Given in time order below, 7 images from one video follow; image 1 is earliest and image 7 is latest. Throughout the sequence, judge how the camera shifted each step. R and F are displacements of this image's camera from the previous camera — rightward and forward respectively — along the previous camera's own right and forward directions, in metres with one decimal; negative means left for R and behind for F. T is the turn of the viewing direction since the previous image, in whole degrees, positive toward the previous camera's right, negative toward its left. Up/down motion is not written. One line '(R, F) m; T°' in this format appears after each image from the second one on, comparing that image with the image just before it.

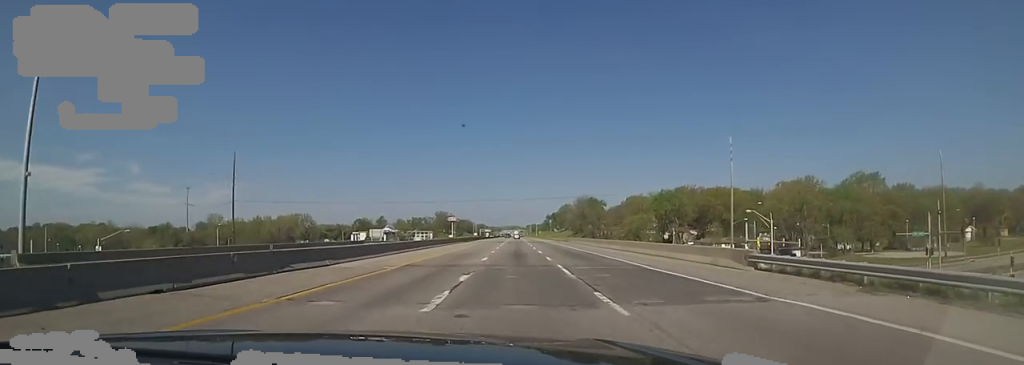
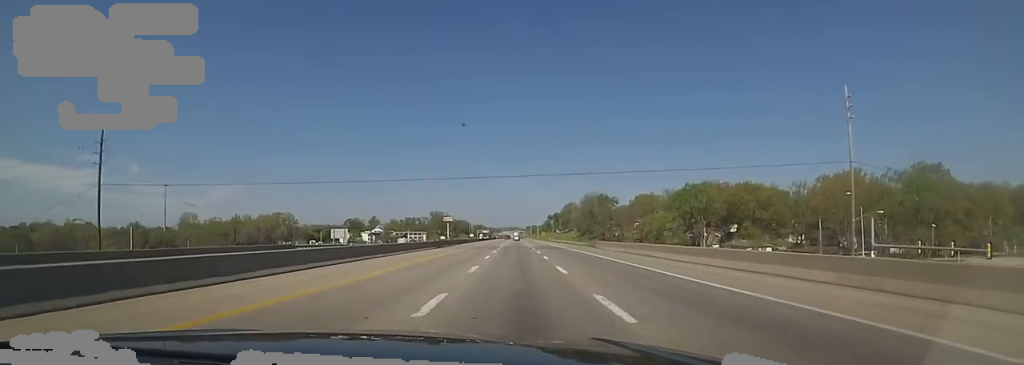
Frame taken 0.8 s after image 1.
(+0.1, +26.9) m; 0°
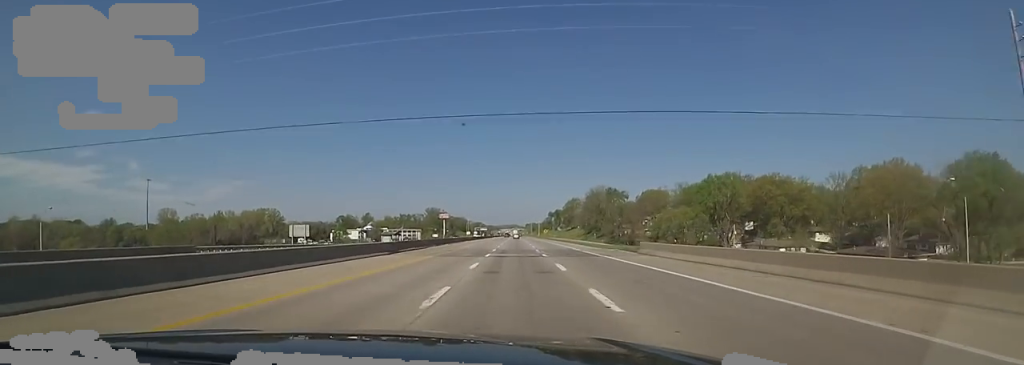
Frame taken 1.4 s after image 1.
(0.0, +19.0) m; 0°
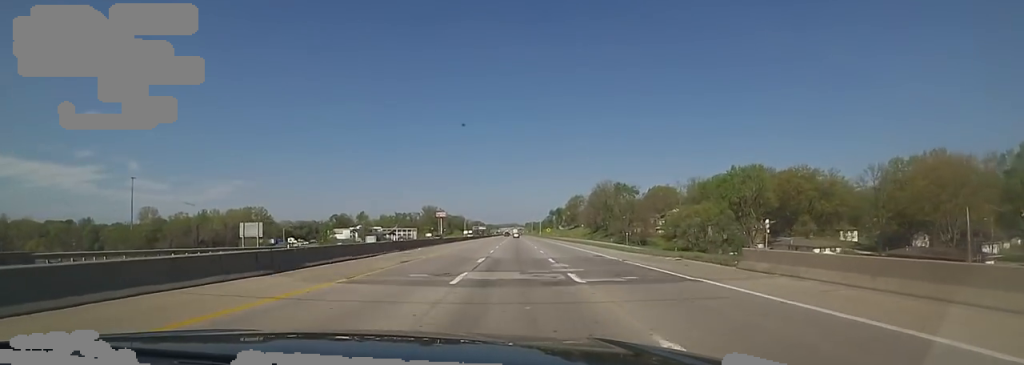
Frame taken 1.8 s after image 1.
(0.0, +15.7) m; 0°
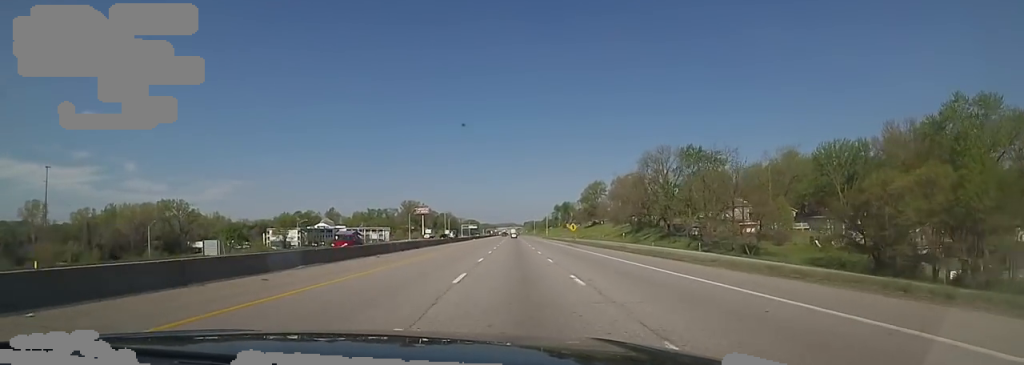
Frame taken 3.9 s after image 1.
(0.0, +70.5) m; -2°
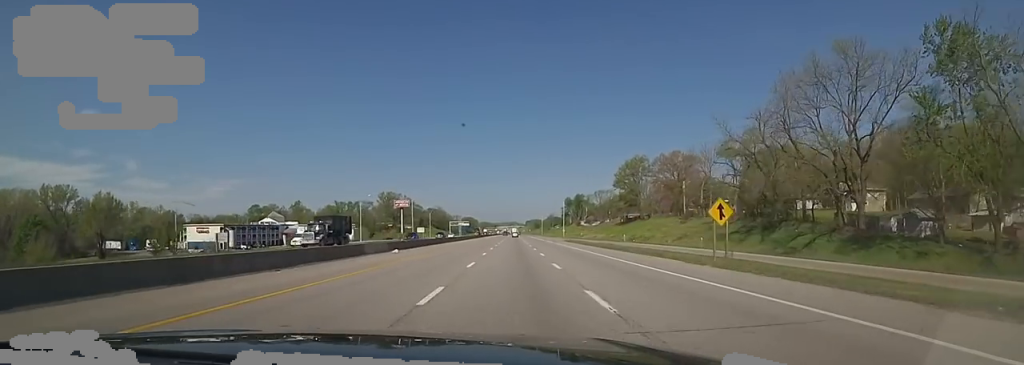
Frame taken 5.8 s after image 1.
(-0.6, +62.8) m; +2°
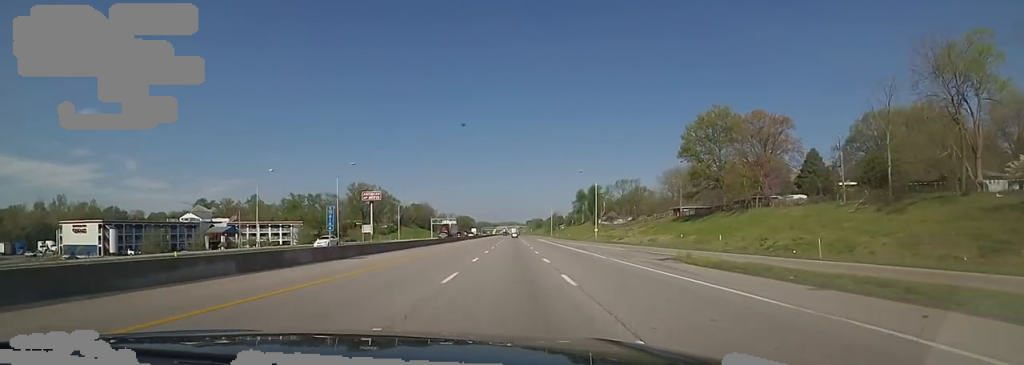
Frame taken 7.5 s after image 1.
(+0.6, +53.8) m; +1°
